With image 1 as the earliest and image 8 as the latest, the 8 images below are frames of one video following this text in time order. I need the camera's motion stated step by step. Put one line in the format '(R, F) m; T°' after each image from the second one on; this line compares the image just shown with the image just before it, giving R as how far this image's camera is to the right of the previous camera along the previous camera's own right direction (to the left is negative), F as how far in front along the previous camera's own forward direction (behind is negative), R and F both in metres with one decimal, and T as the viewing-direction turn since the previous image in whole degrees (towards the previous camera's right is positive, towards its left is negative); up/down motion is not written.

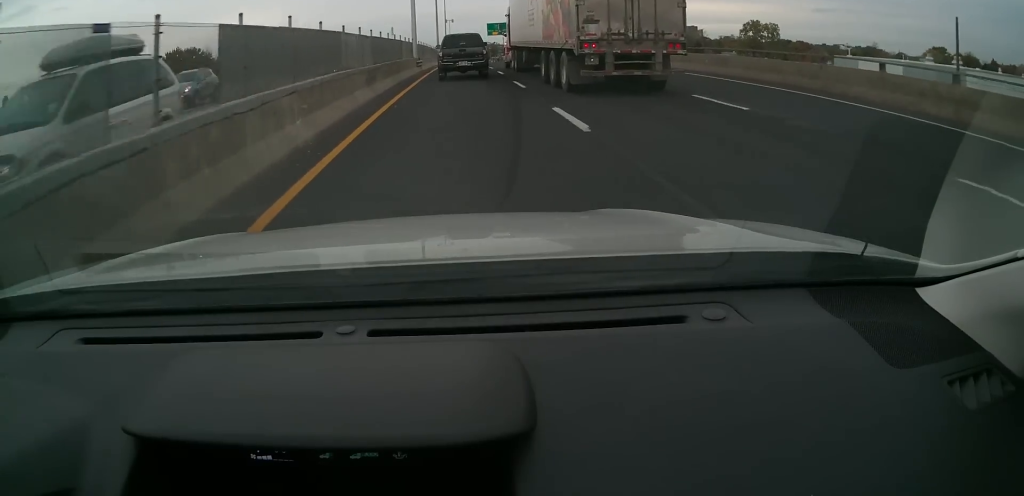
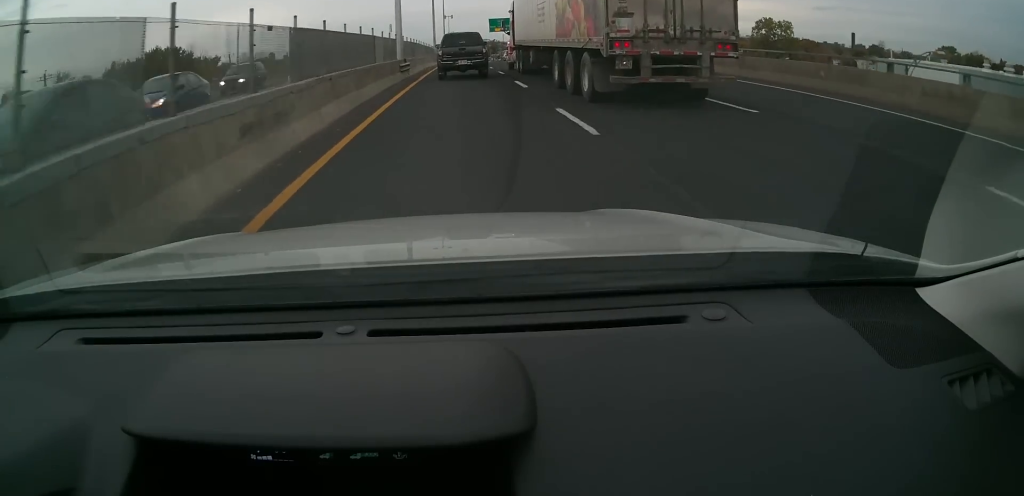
(+0.1, +10.4) m; 0°
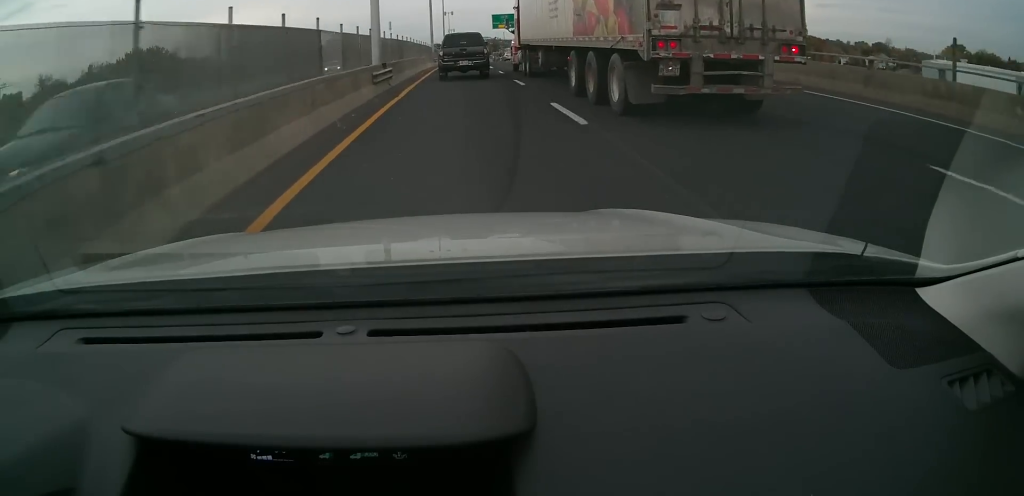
(0.0, +8.9) m; 0°
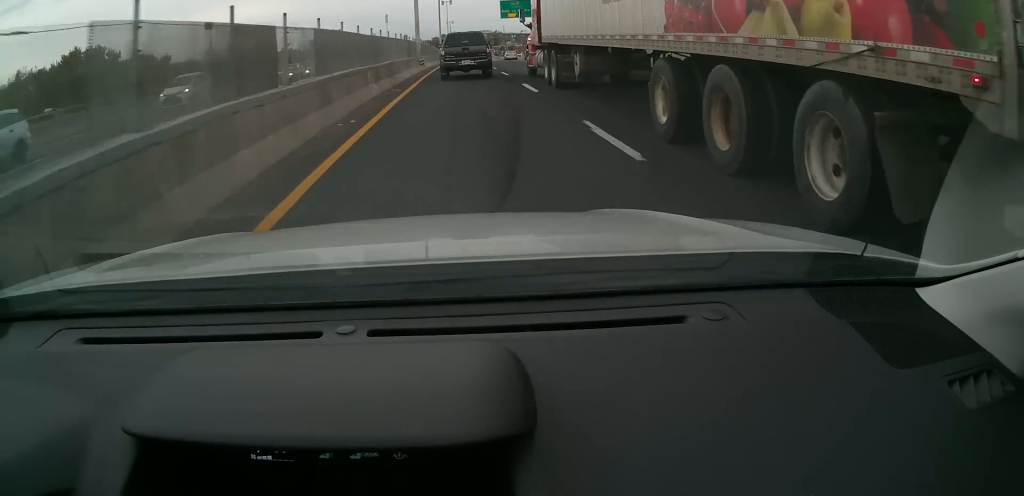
(-0.1, +19.6) m; -1°
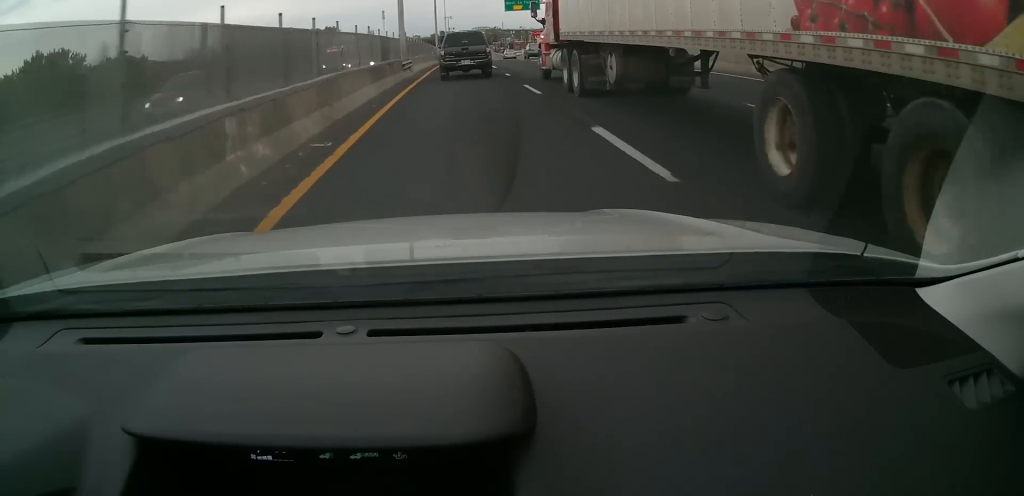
(-0.1, +9.5) m; 0°
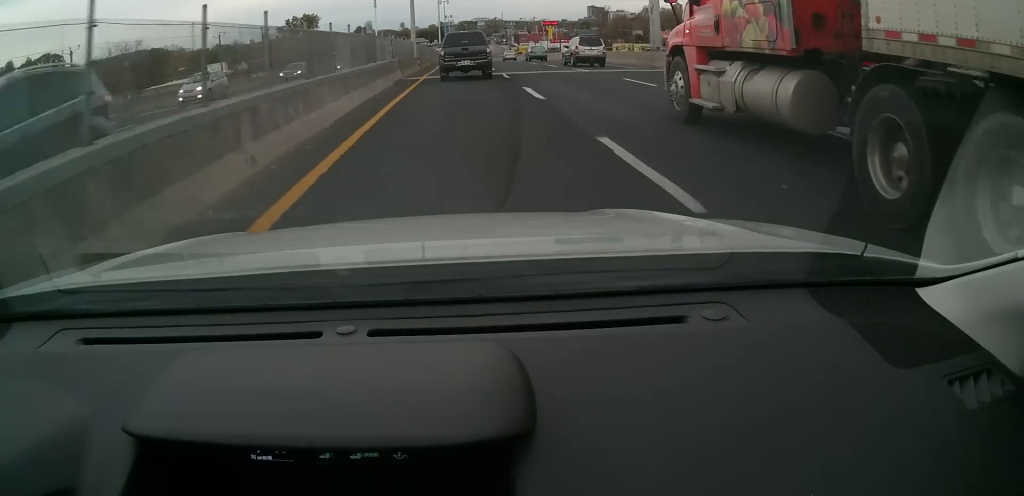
(+0.5, +35.9) m; +1°
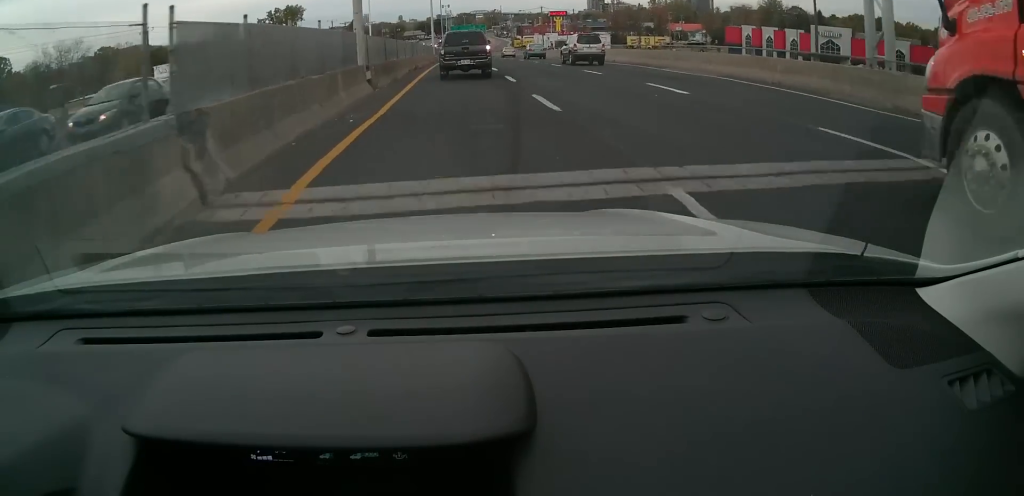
(-0.1, +20.8) m; -1°
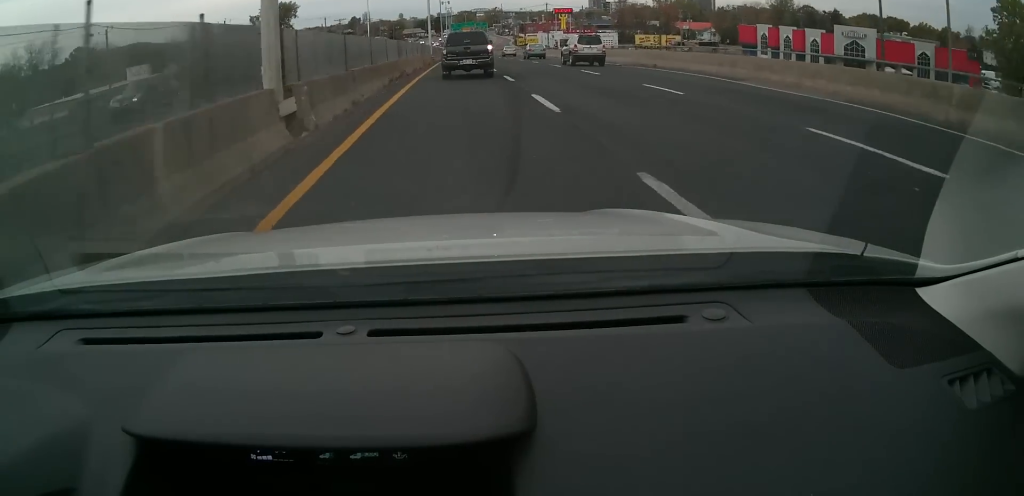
(0.0, +8.7) m; 0°
